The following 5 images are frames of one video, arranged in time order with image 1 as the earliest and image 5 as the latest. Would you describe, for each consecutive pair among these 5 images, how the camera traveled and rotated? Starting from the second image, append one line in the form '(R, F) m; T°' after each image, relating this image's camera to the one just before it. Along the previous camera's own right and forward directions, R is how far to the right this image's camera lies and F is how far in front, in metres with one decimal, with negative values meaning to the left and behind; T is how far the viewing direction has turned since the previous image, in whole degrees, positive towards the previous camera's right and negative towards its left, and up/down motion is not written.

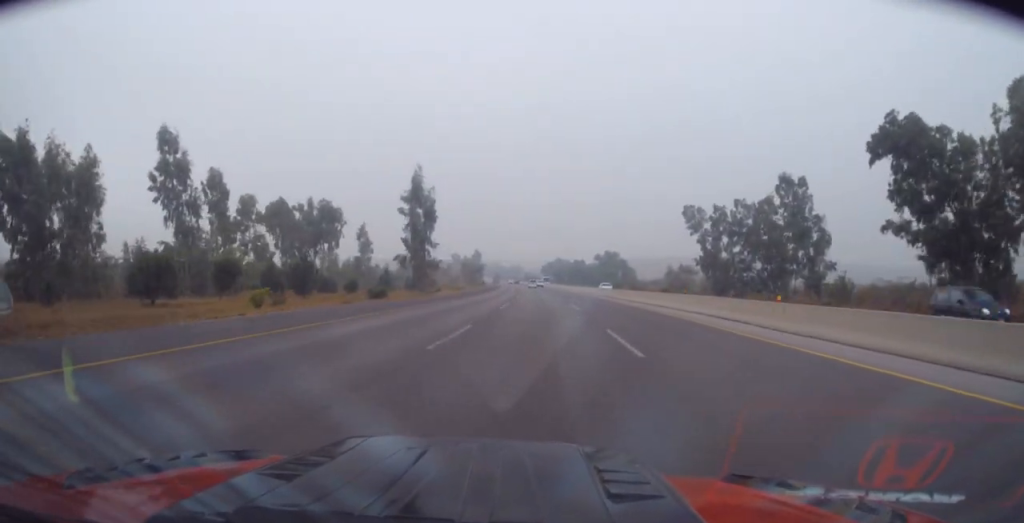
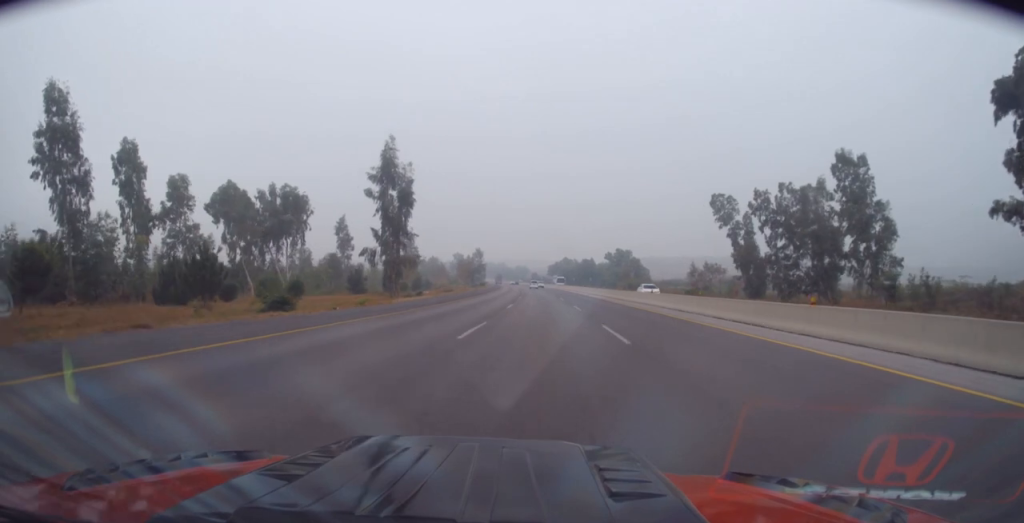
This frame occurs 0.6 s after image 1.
(0.0, +15.5) m; 0°
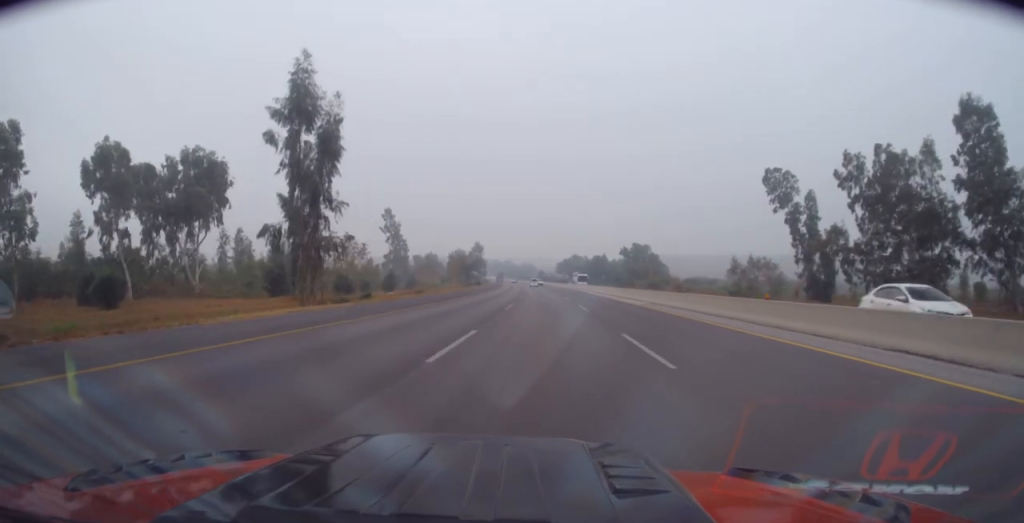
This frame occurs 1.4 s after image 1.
(-0.2, +21.8) m; -1°
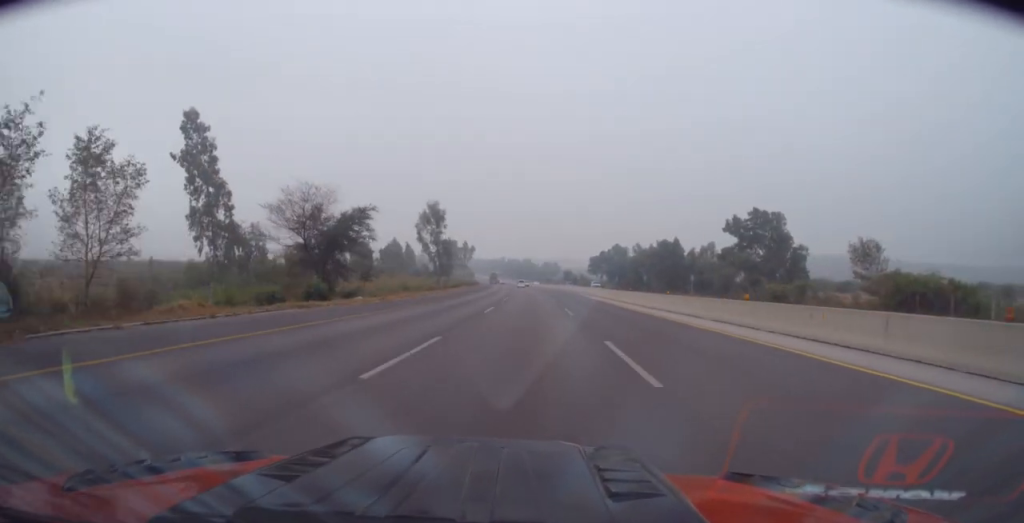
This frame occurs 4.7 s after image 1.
(-2.7, +91.9) m; -3°
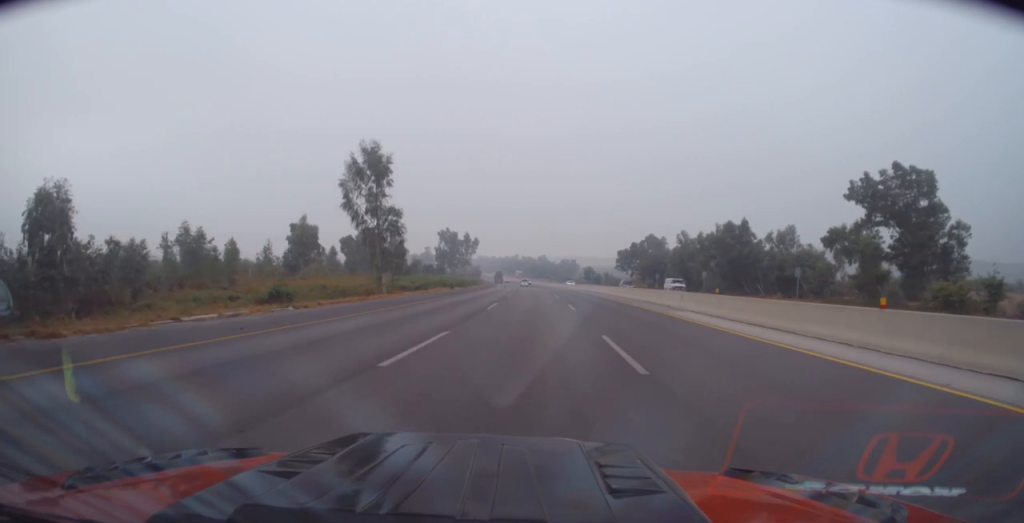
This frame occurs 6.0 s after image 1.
(-0.4, +35.1) m; -1°
